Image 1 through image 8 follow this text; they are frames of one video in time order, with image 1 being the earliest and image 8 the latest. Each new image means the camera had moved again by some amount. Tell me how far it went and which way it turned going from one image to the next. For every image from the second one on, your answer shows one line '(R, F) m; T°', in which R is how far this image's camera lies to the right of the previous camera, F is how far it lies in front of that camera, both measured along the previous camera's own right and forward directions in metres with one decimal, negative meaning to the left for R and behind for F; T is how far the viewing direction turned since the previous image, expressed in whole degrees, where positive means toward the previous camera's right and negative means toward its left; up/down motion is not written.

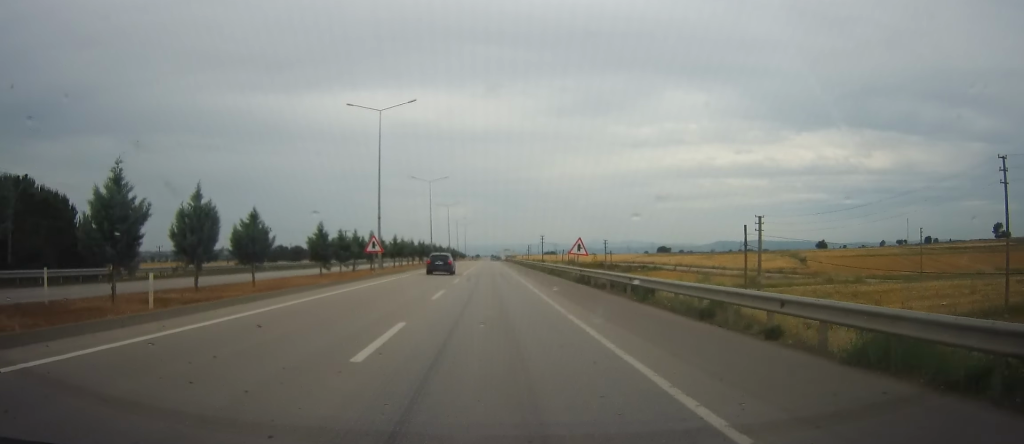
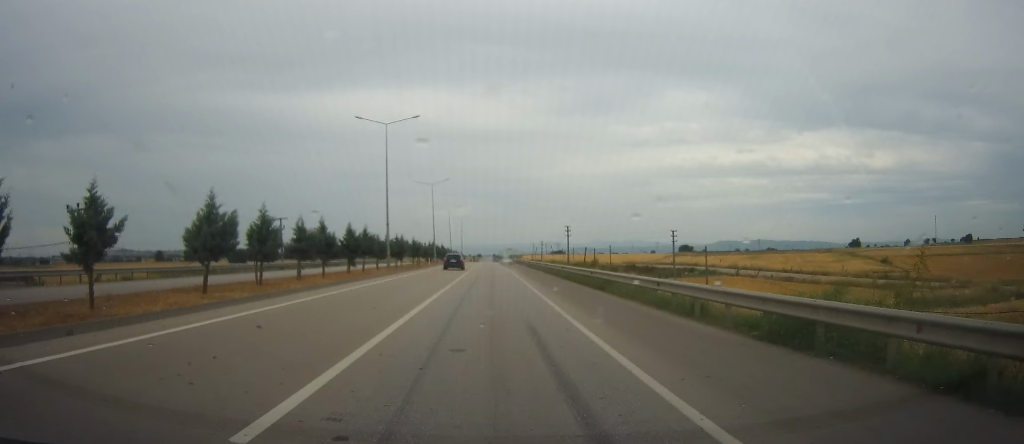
(+0.2, +40.0) m; +2°
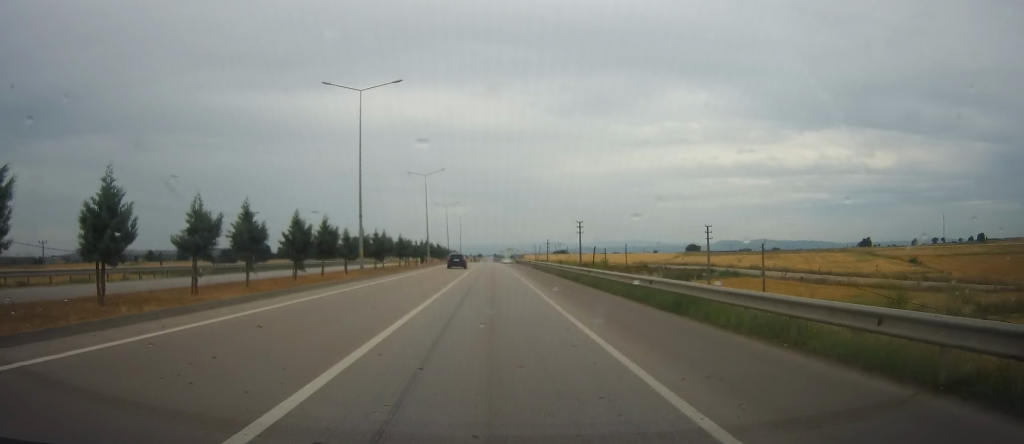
(+0.2, +10.8) m; 0°
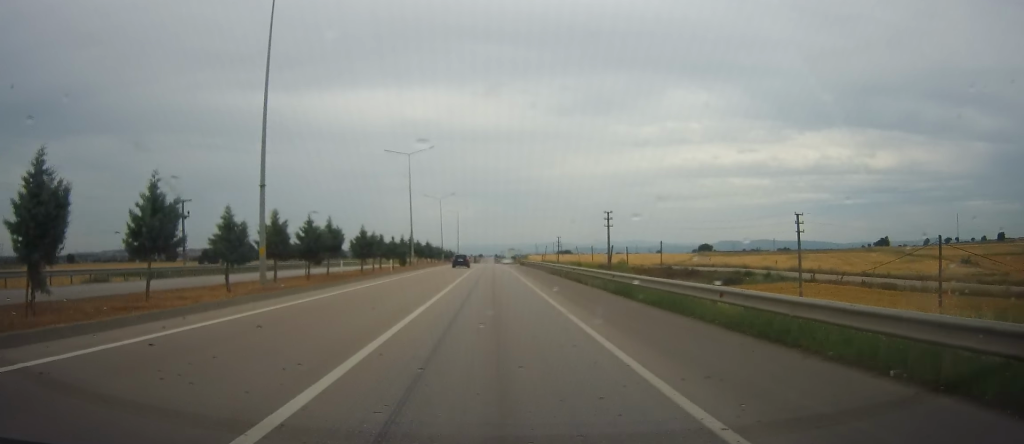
(-0.2, +18.0) m; -1°
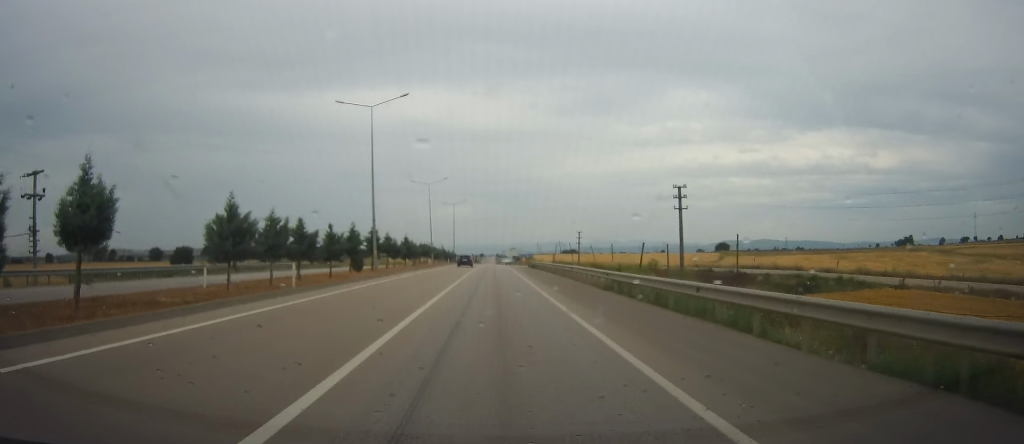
(-0.2, +22.6) m; 0°
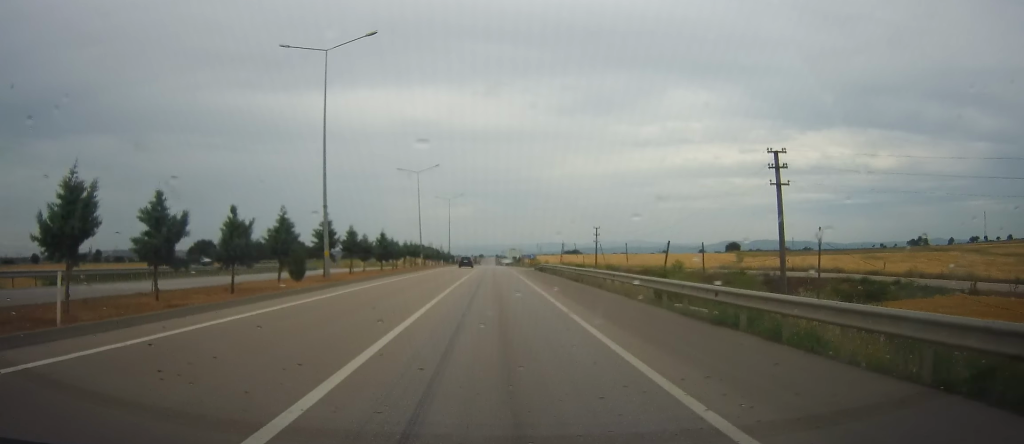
(+0.1, +13.0) m; 0°
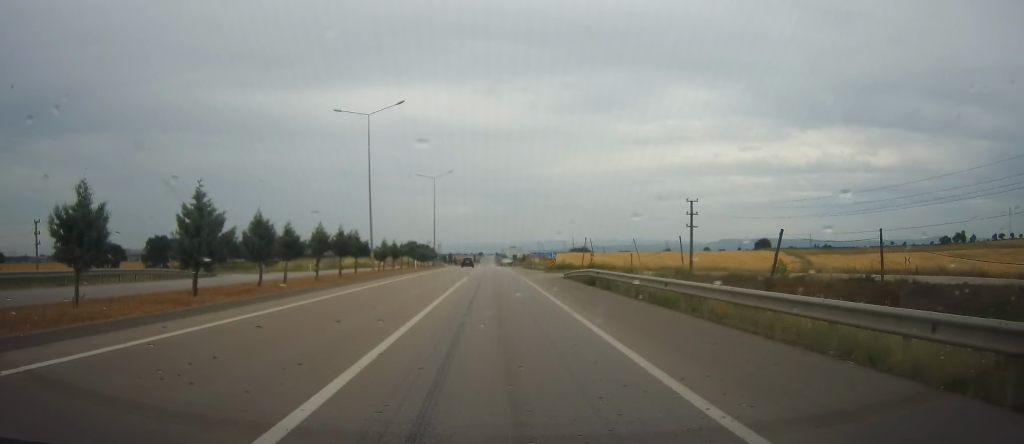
(-0.5, +32.2) m; -1°
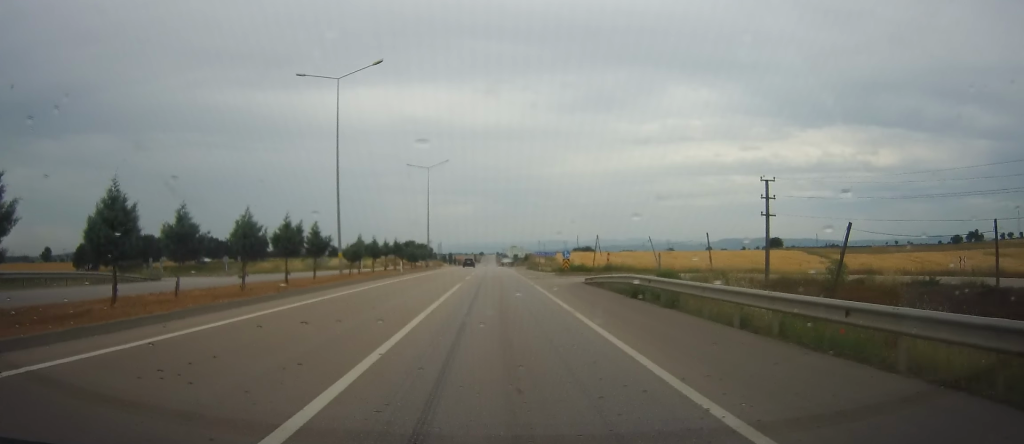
(-0.1, +9.4) m; 0°
